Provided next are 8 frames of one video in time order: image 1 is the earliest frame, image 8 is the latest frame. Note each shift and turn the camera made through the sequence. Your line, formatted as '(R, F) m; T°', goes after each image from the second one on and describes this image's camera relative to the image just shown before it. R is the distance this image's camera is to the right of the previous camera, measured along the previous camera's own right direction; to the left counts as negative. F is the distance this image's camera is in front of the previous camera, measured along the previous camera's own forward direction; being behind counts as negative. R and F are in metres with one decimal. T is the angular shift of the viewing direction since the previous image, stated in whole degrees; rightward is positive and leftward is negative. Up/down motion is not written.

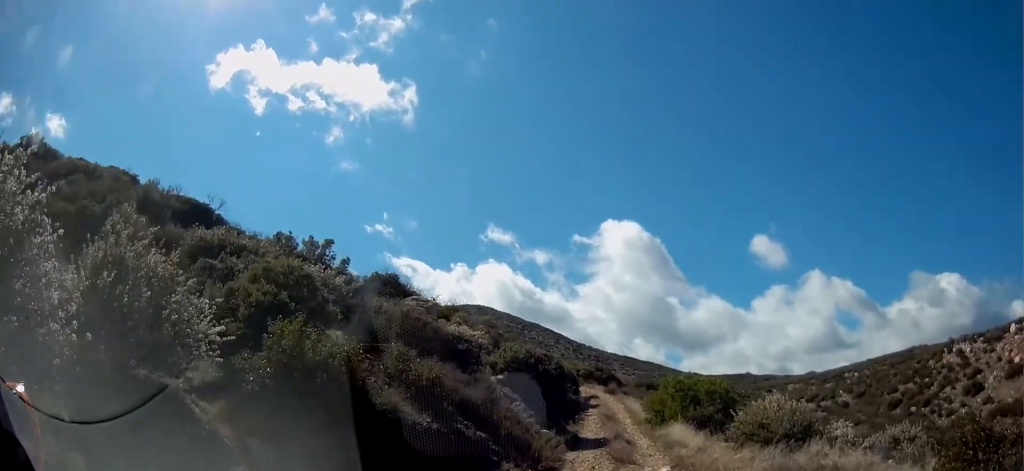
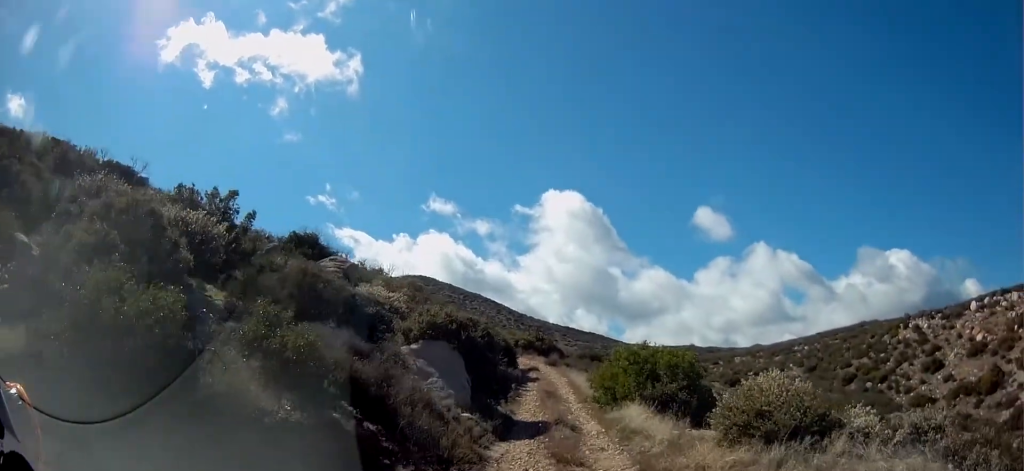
(+0.1, +4.1) m; +3°
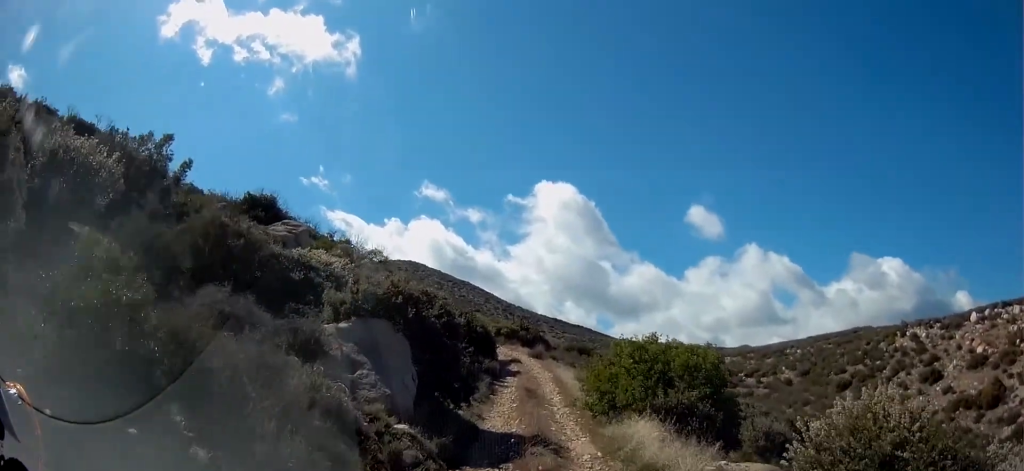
(+0.1, +4.2) m; +5°
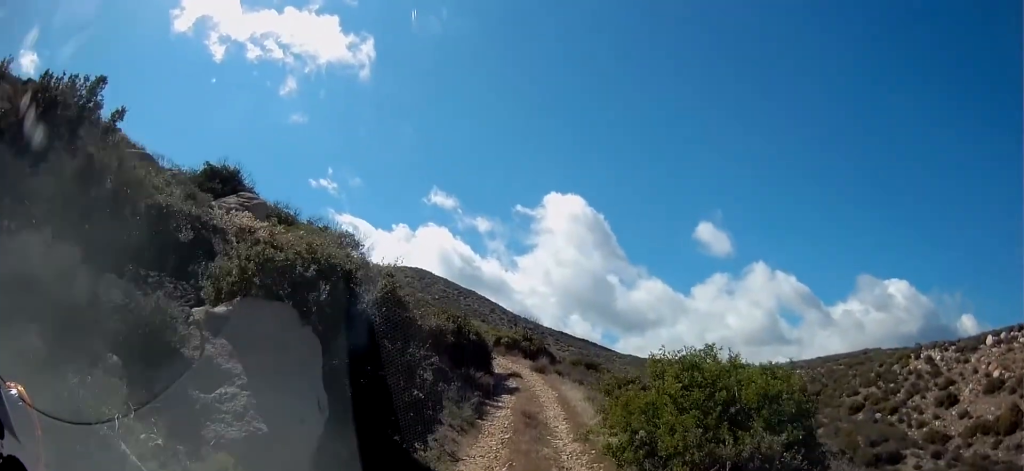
(+0.3, +4.1) m; +3°
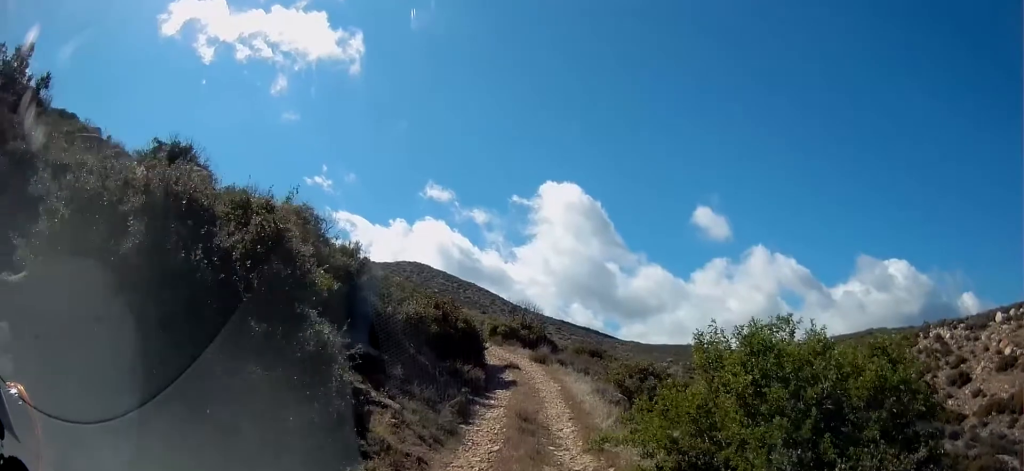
(0.0, +3.0) m; -2°
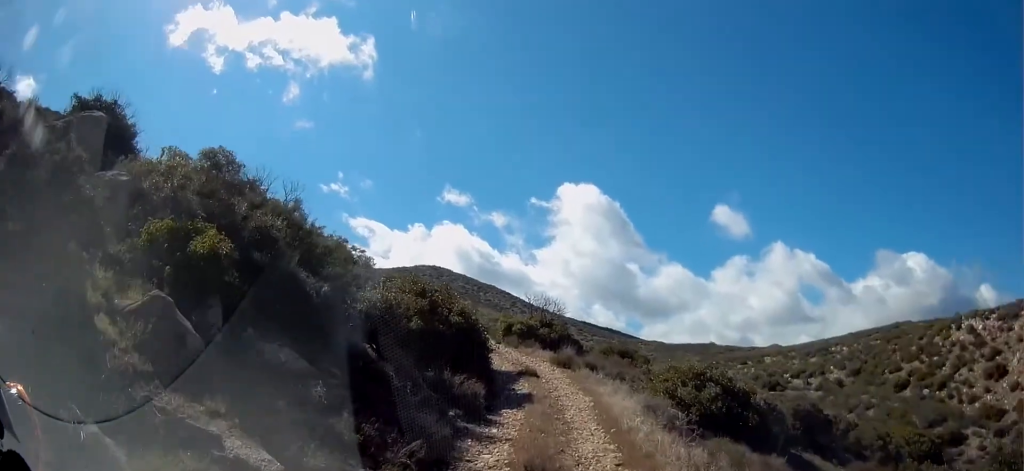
(-0.2, +5.5) m; -3°
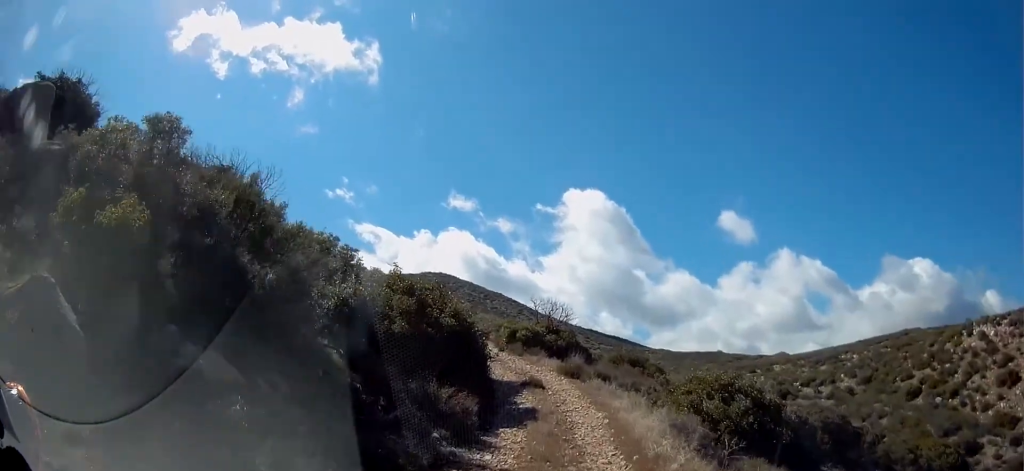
(0.0, +2.1) m; -1°
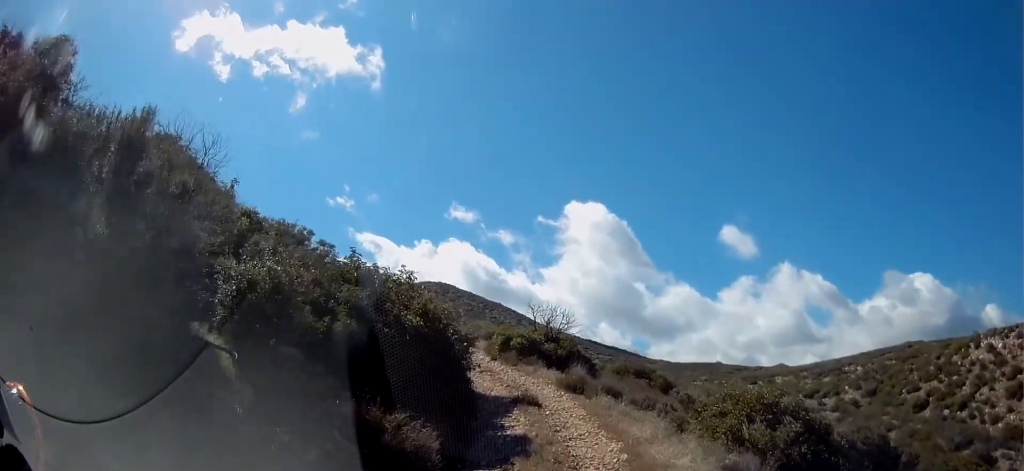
(0.0, +3.3) m; -1°
